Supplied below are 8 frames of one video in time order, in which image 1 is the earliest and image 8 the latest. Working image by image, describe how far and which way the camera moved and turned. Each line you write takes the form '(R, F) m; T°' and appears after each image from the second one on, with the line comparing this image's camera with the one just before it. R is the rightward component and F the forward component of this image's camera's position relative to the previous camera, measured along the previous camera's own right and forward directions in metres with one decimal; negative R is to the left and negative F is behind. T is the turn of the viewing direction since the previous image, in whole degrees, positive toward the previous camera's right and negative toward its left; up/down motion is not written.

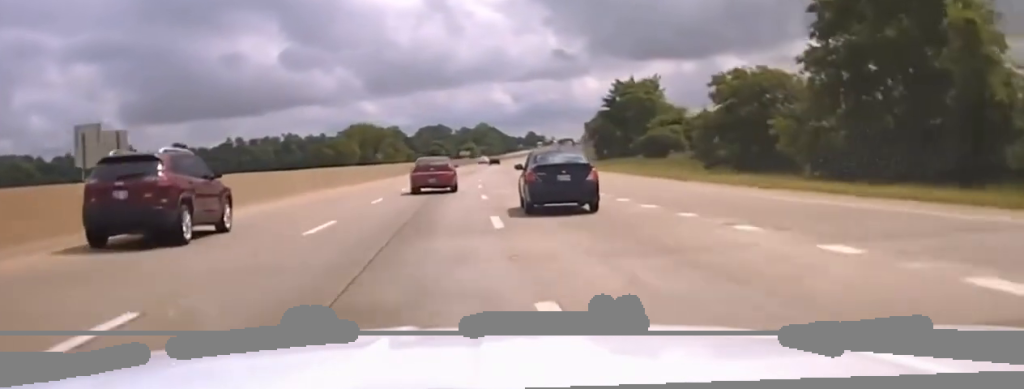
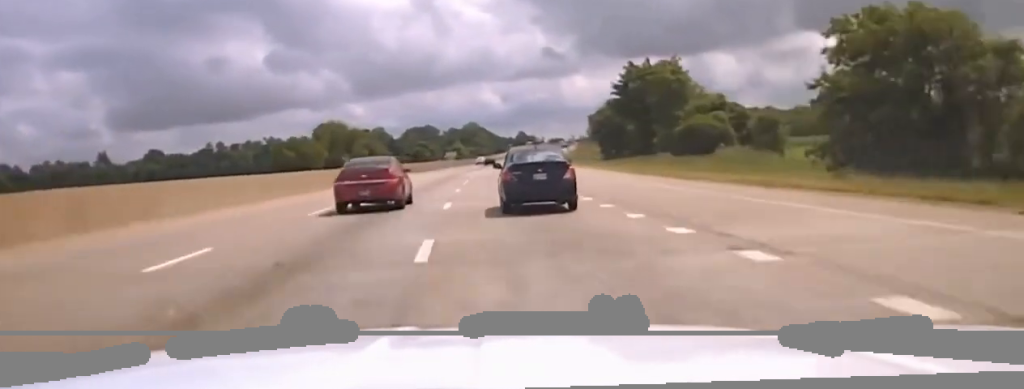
(+0.2, +29.2) m; +1°
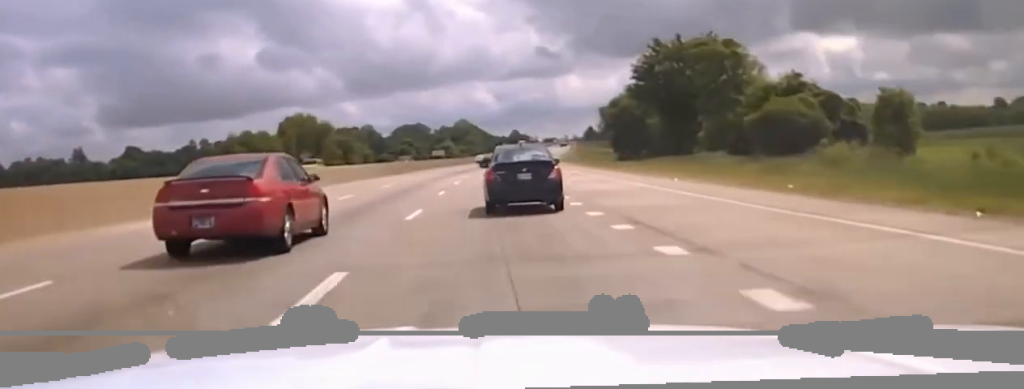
(+0.3, +29.2) m; +1°
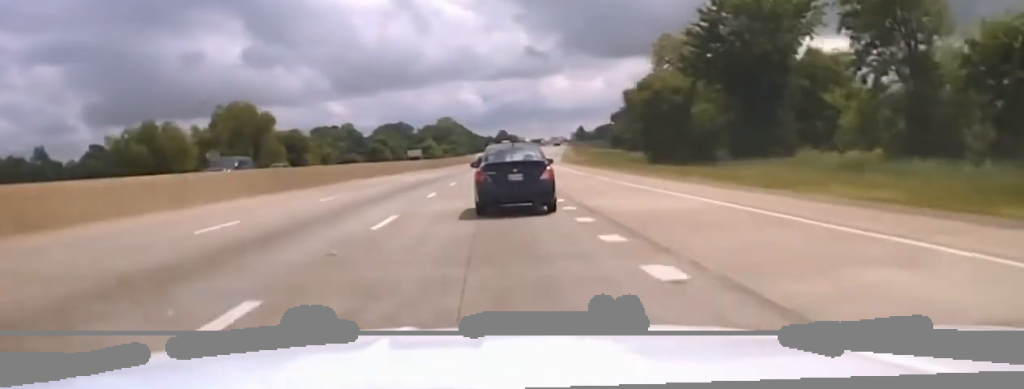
(+0.1, +35.8) m; +1°
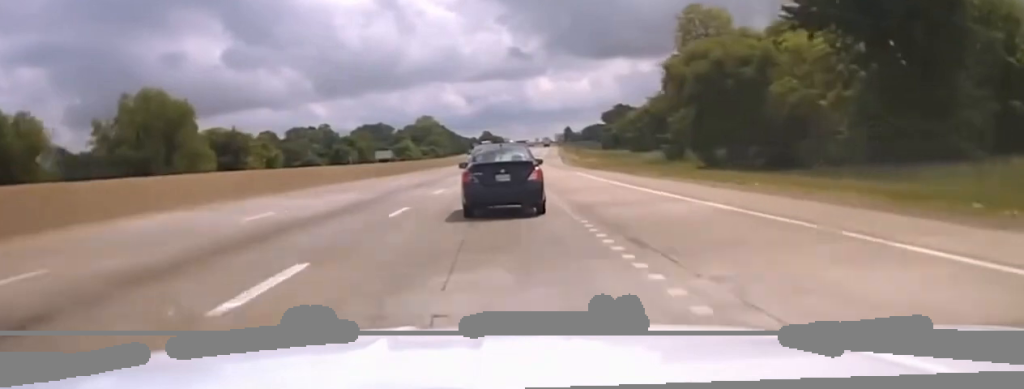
(+0.4, +32.6) m; +1°
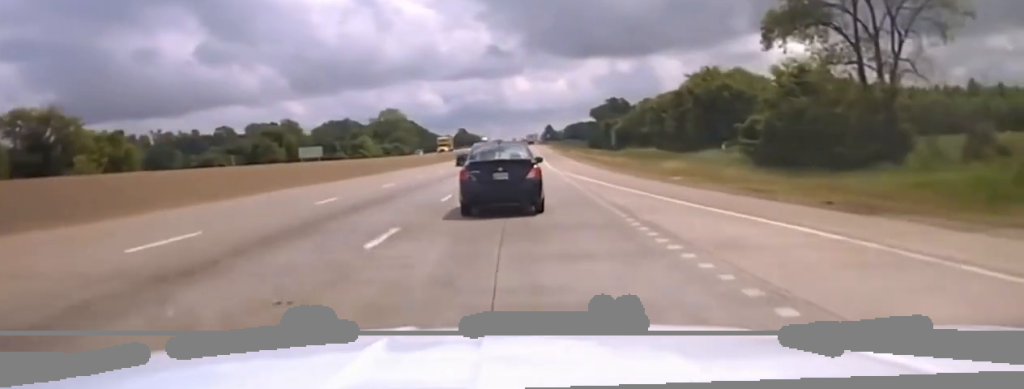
(+1.2, +54.0) m; +2°
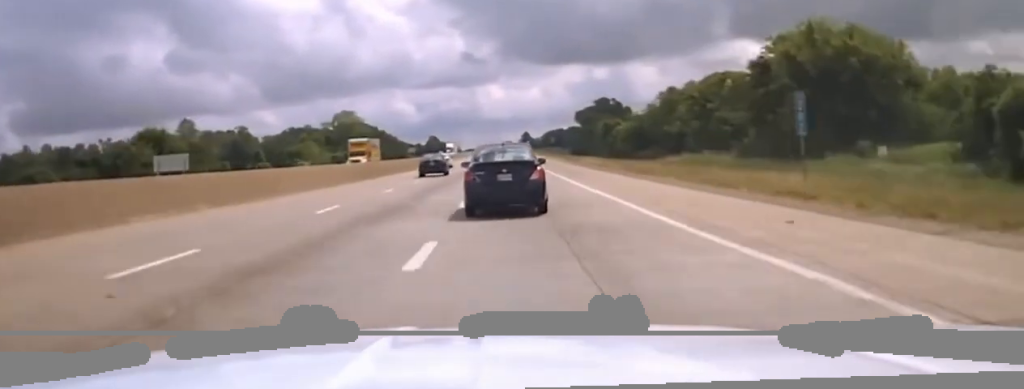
(+0.3, +49.2) m; +1°
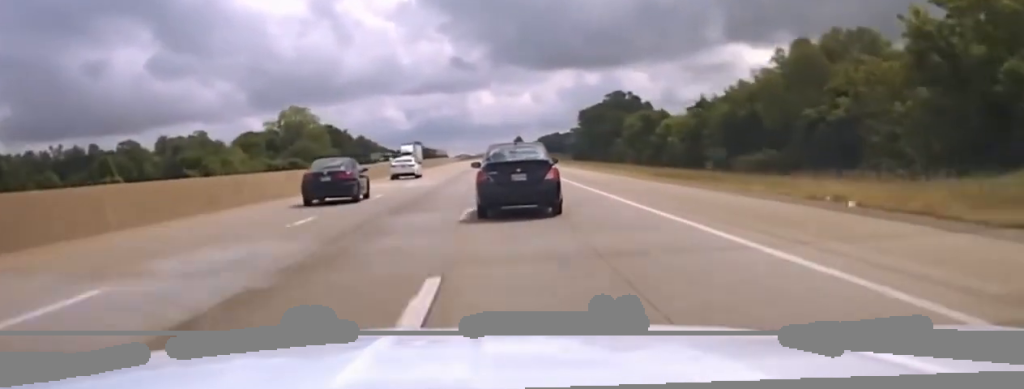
(+1.5, +65.5) m; +2°
